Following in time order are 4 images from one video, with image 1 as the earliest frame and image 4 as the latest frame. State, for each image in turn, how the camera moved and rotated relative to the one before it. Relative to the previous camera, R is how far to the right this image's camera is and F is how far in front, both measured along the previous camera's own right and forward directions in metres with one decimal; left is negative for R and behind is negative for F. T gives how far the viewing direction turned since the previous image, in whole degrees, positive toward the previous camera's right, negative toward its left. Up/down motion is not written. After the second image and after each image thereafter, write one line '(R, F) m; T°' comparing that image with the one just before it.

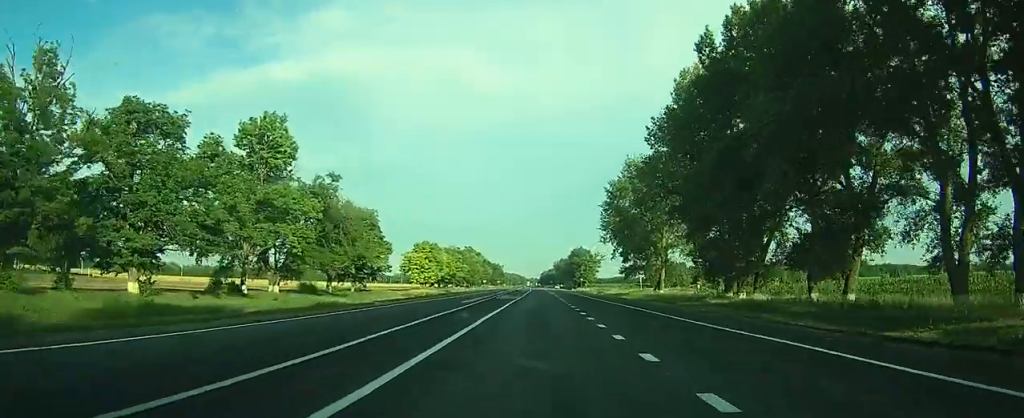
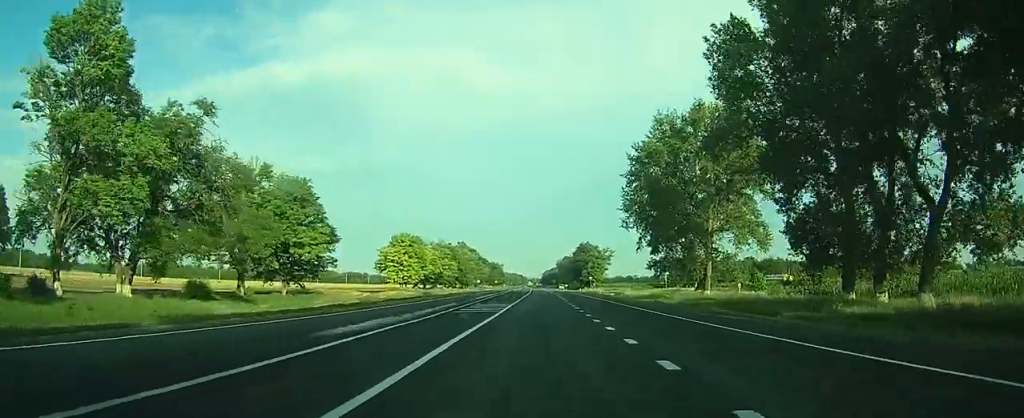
(0.0, +22.2) m; 0°
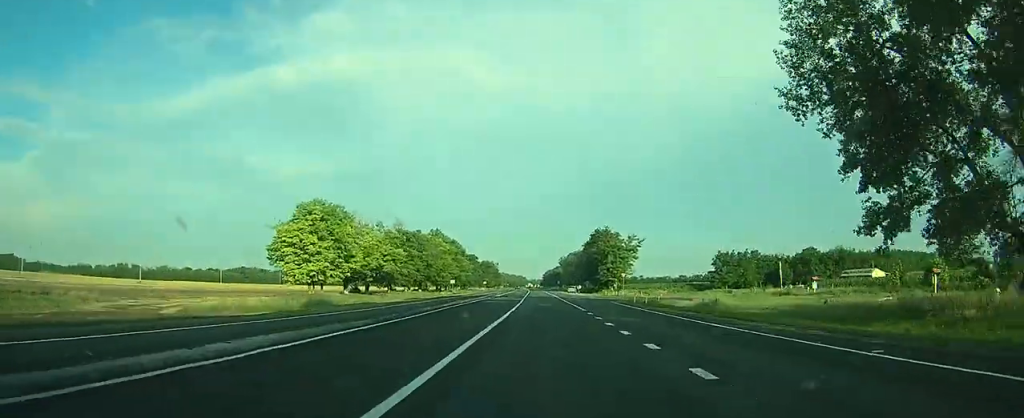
(-0.2, +57.3) m; 0°
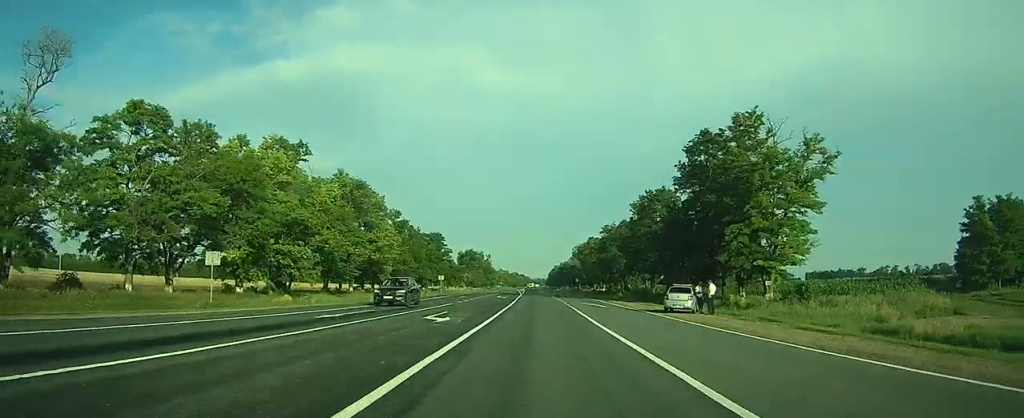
(-0.3, +100.0) m; 0°
